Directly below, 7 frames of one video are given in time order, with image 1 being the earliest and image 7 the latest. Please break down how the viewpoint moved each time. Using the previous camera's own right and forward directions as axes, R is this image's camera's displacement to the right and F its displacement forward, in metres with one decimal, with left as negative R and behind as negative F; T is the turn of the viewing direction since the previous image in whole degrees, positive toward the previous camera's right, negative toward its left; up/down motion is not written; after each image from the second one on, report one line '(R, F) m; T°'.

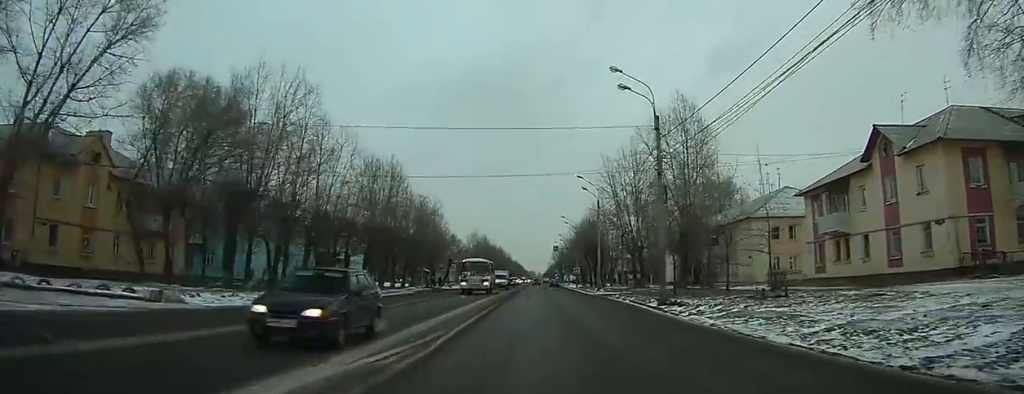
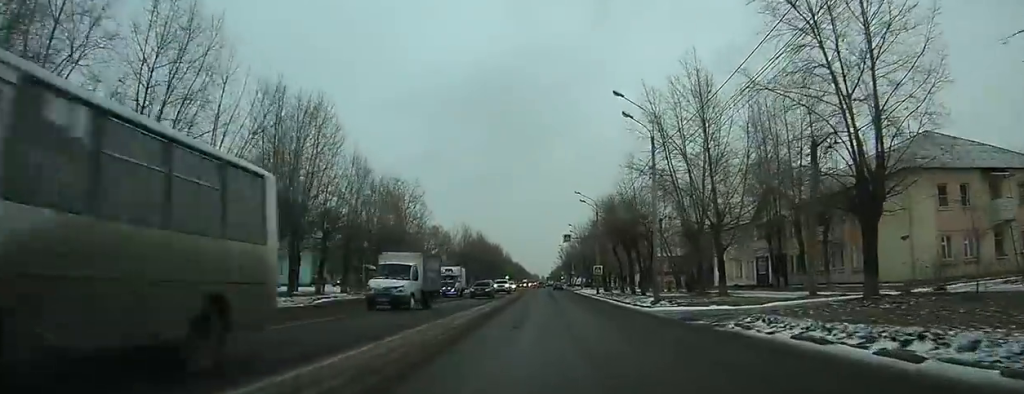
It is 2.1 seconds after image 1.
(+0.2, +26.9) m; 0°
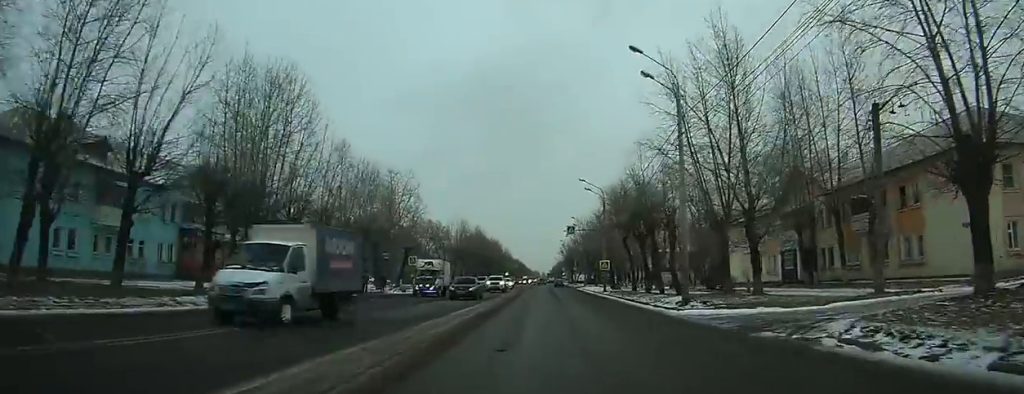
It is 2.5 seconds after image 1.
(0.0, +5.9) m; 0°
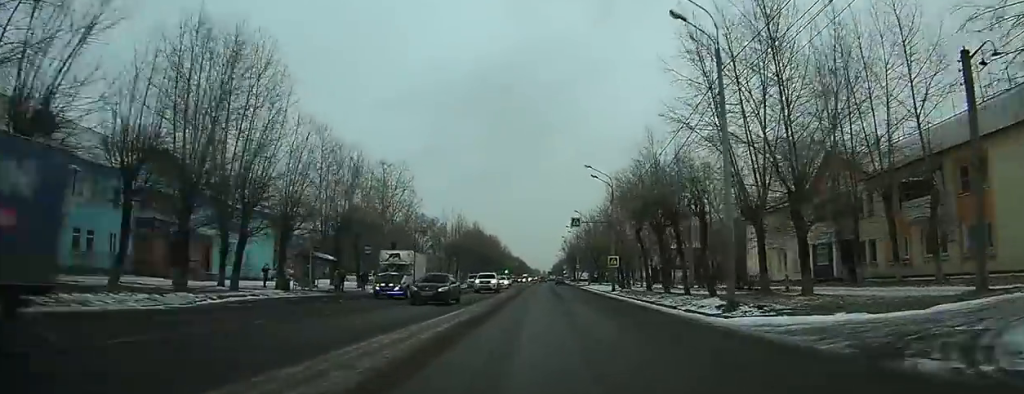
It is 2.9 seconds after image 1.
(-0.1, +6.0) m; 0°
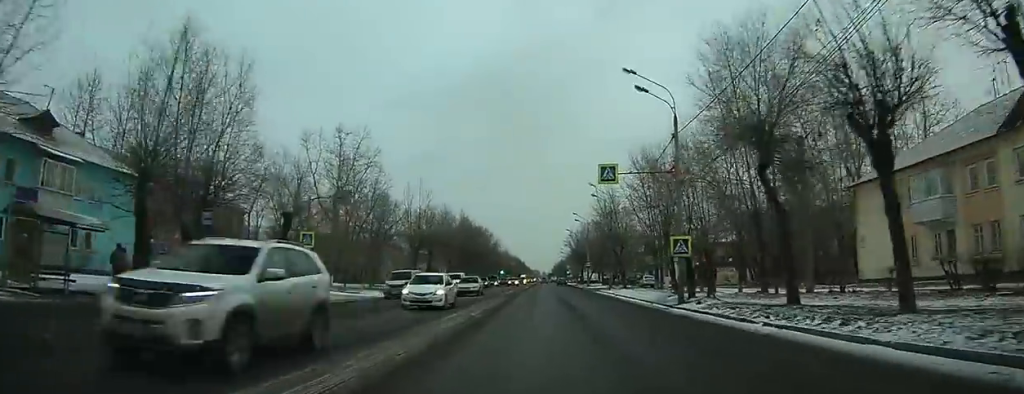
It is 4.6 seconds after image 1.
(-0.1, +23.7) m; 0°
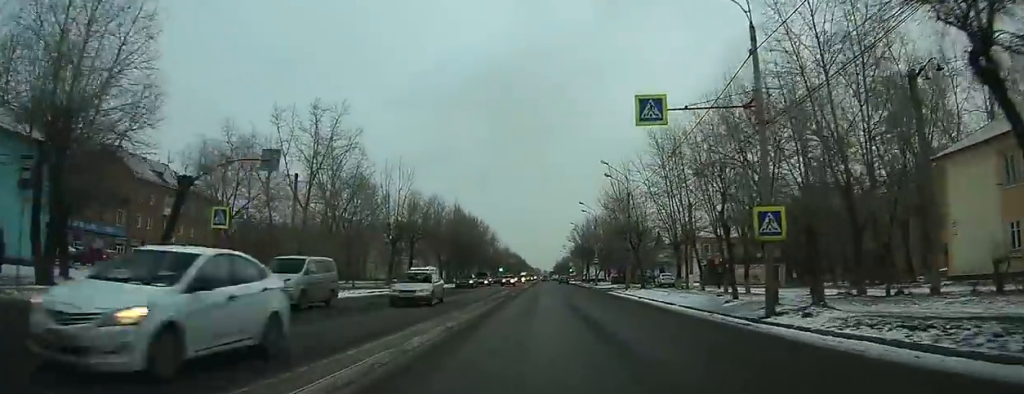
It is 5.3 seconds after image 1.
(-0.1, +10.2) m; 0°
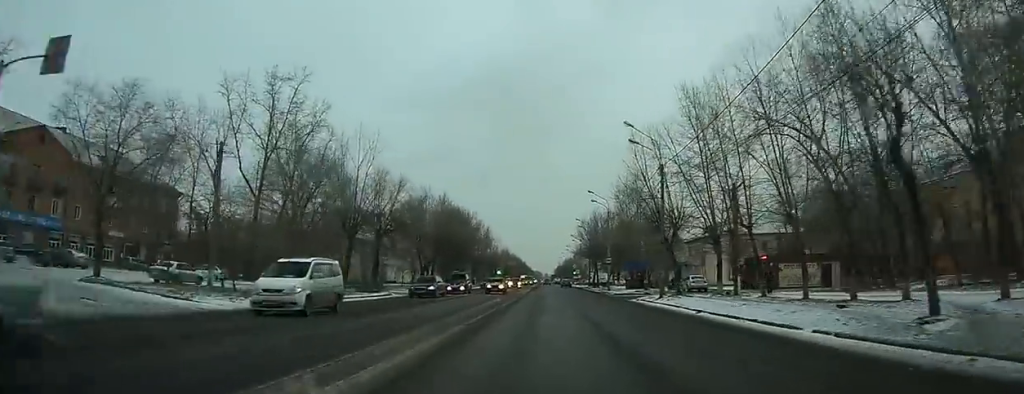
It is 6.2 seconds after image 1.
(+0.2, +12.7) m; +1°
